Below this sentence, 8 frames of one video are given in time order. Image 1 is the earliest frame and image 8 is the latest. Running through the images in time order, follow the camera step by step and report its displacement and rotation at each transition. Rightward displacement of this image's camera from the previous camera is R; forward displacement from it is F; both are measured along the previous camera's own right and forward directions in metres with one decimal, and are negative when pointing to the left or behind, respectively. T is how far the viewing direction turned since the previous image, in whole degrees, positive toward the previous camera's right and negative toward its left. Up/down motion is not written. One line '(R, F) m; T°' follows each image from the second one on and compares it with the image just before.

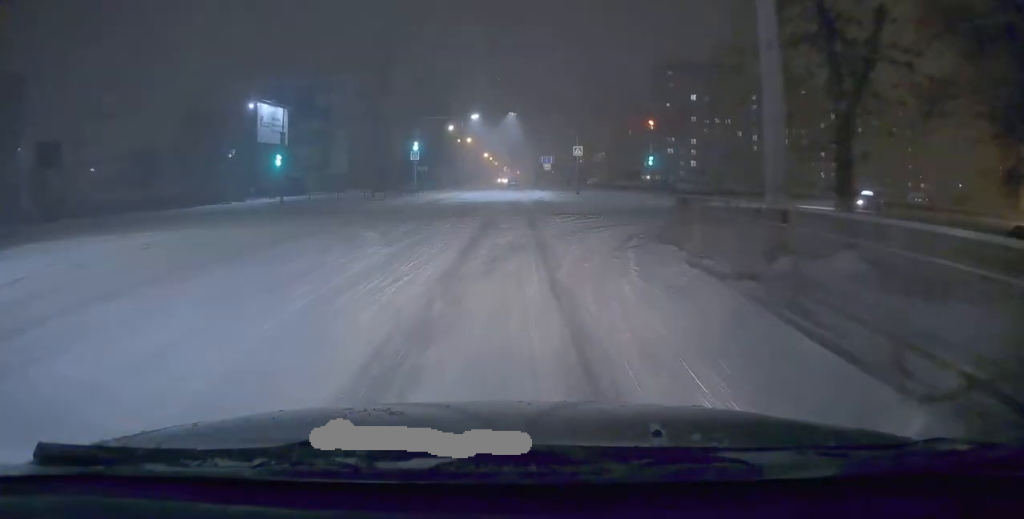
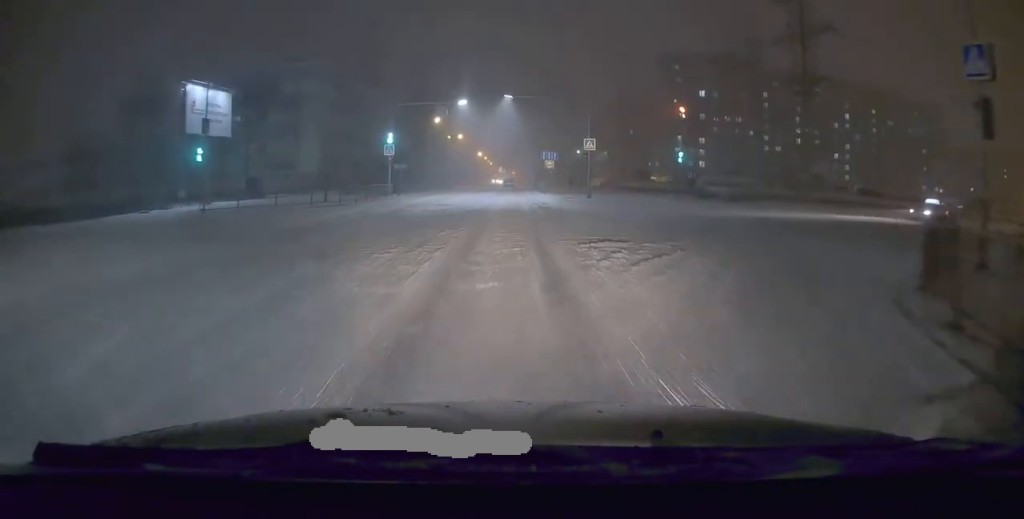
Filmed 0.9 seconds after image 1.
(-0.2, +10.2) m; 0°
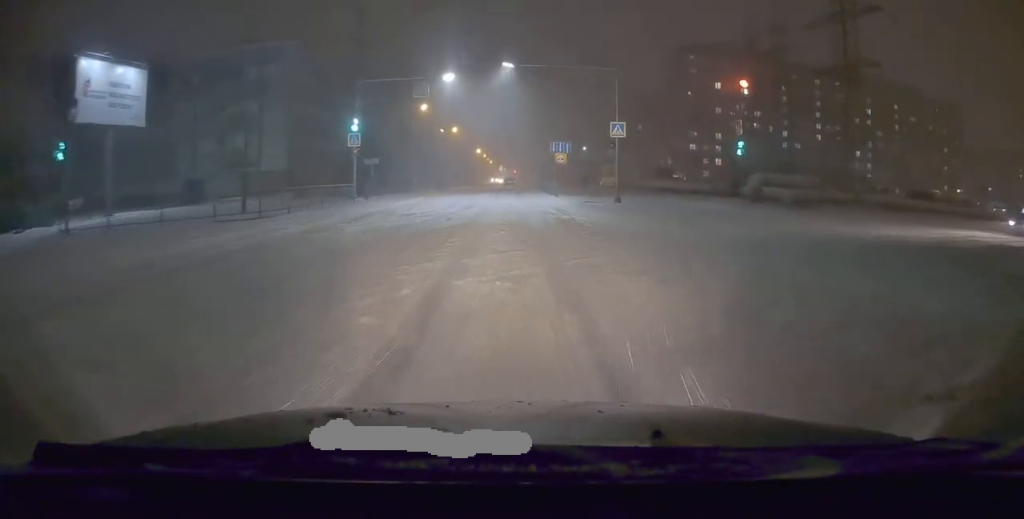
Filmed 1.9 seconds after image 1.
(+0.1, +10.9) m; +1°
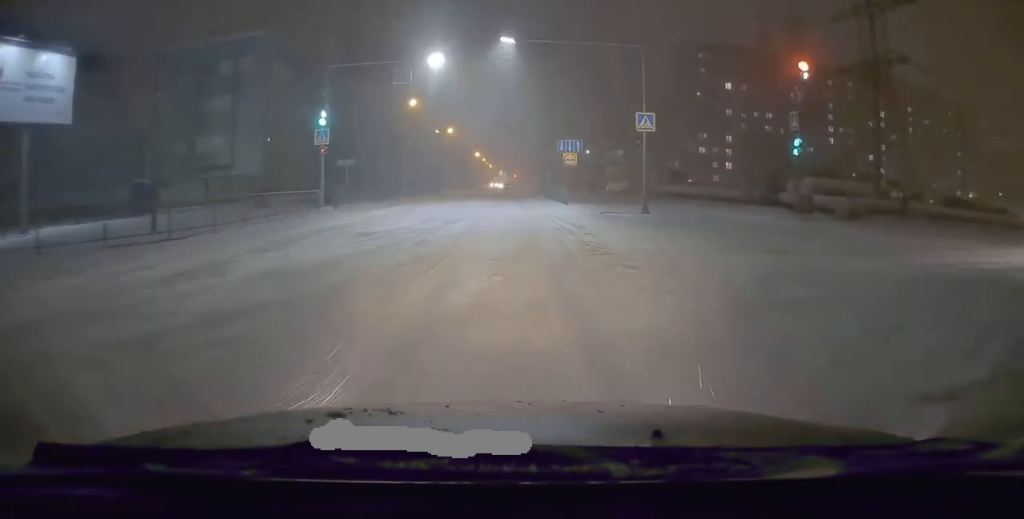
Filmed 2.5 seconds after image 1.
(0.0, +6.5) m; 0°
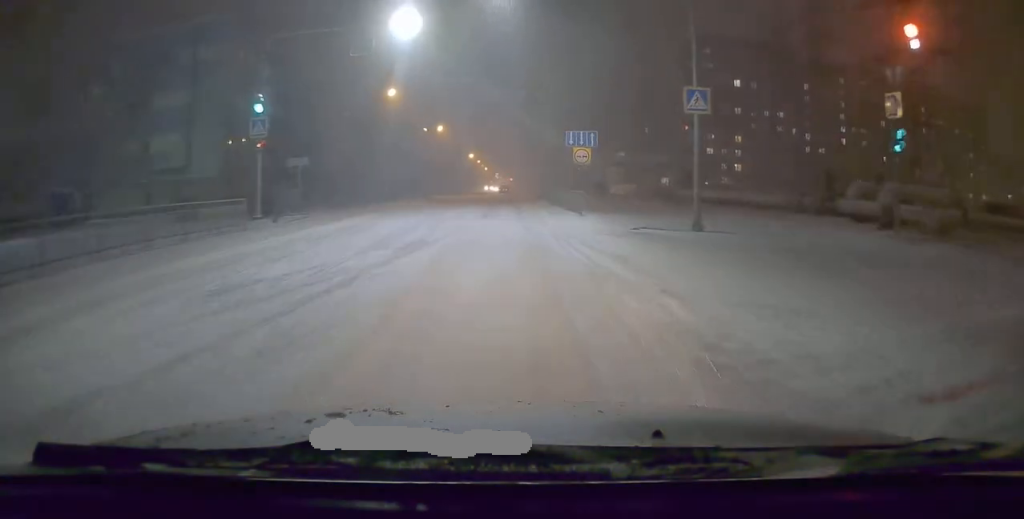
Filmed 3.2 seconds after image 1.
(0.0, +7.6) m; 0°
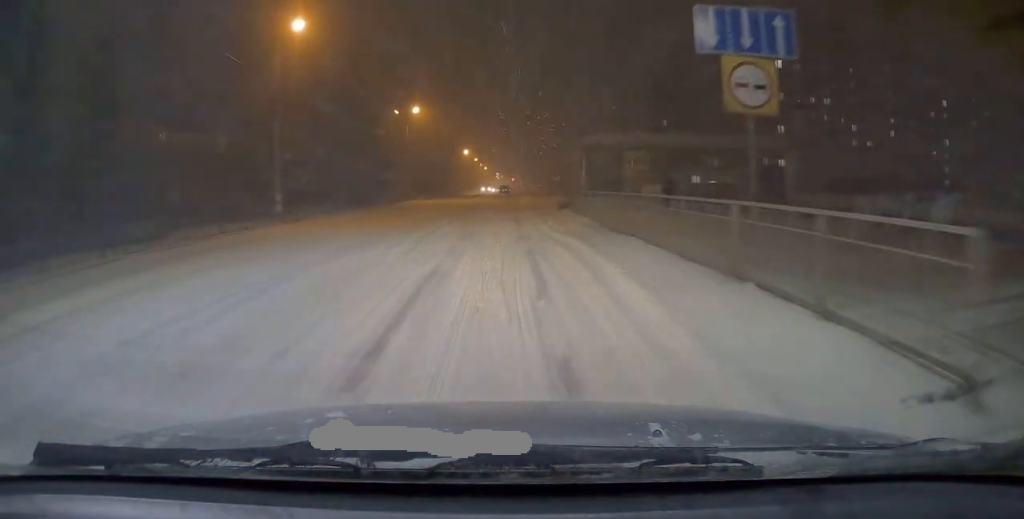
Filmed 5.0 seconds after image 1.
(0.0, +19.5) m; +1°
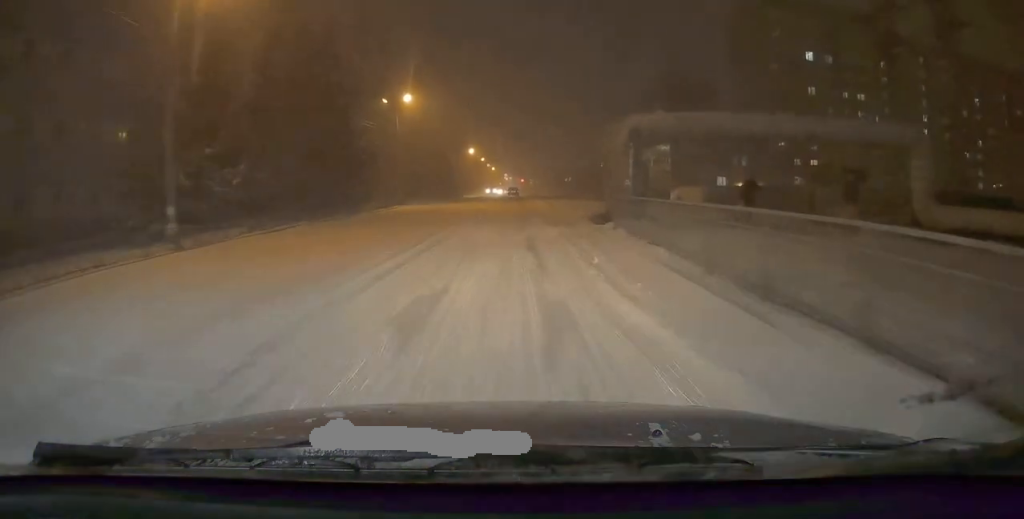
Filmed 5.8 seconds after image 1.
(0.0, +8.7) m; -1°
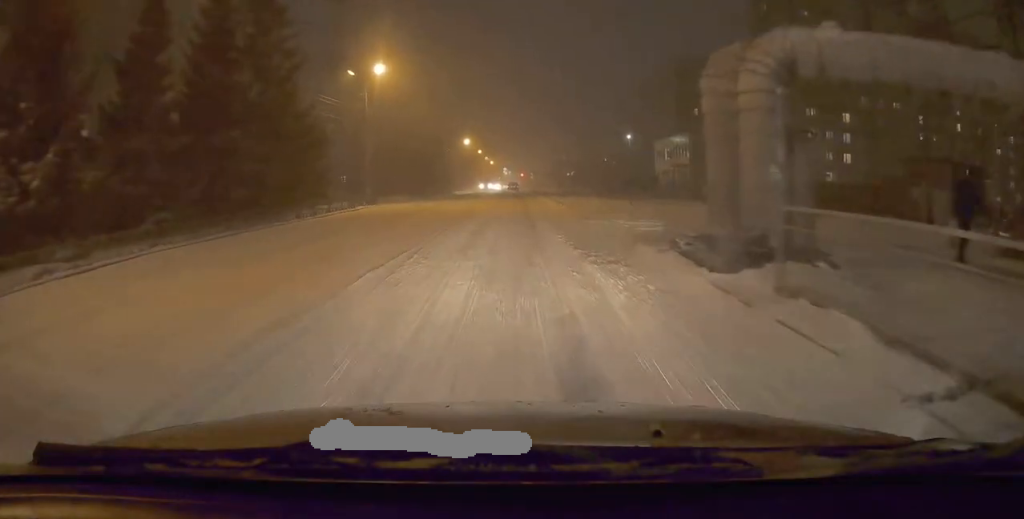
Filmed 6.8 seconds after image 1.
(-0.1, +10.1) m; 0°
